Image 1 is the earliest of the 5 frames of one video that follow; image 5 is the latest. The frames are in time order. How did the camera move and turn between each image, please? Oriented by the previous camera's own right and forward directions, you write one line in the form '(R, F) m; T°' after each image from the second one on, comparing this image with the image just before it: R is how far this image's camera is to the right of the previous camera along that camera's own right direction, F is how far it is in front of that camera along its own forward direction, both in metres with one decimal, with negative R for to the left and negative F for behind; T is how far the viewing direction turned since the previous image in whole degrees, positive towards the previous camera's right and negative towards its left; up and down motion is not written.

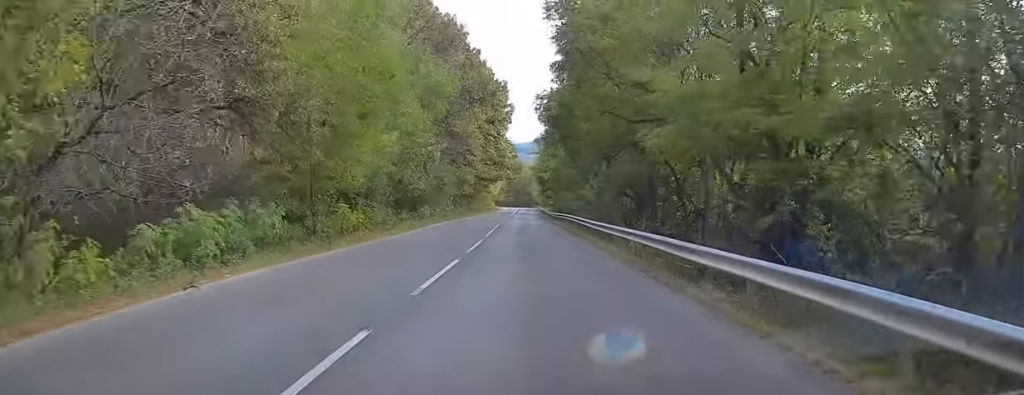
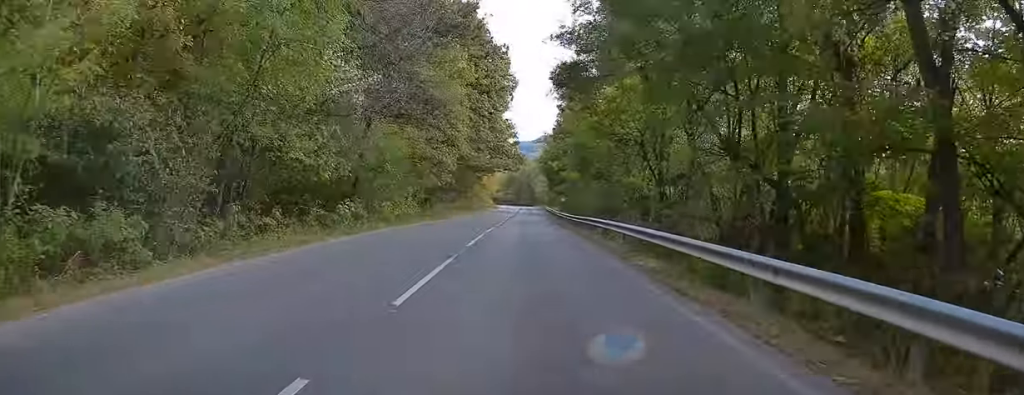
(-0.2, +20.4) m; 0°
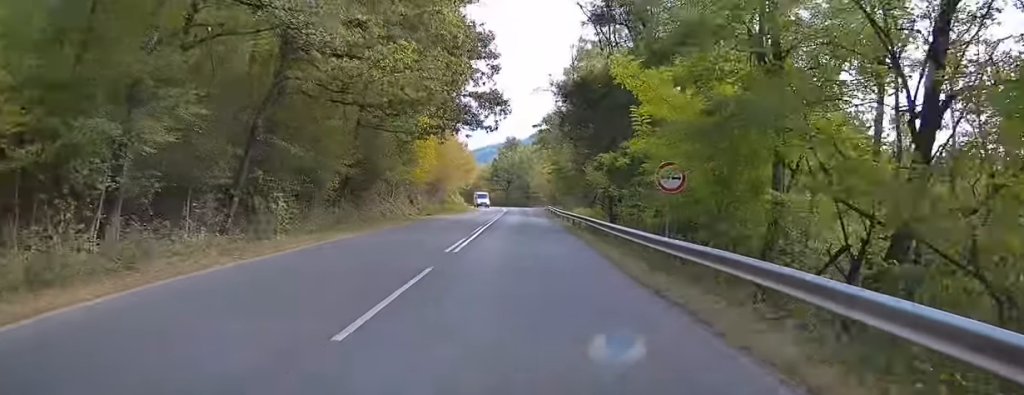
(+0.5, +47.5) m; +1°
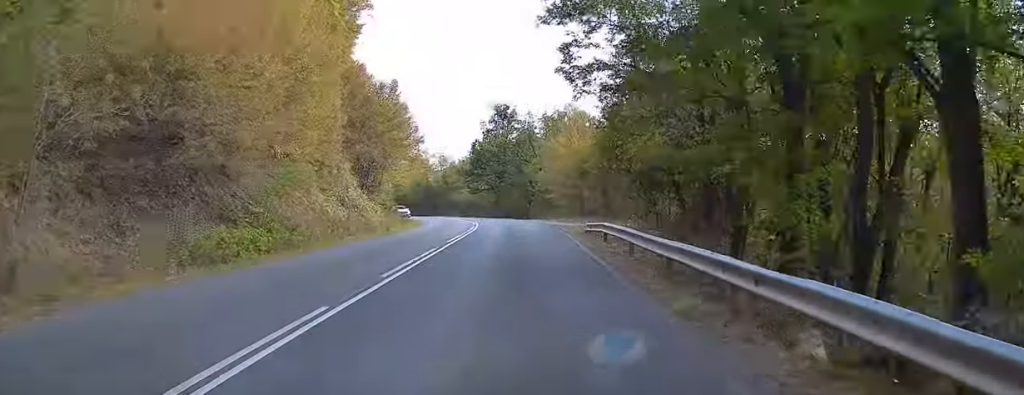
(-0.2, +49.9) m; -1°
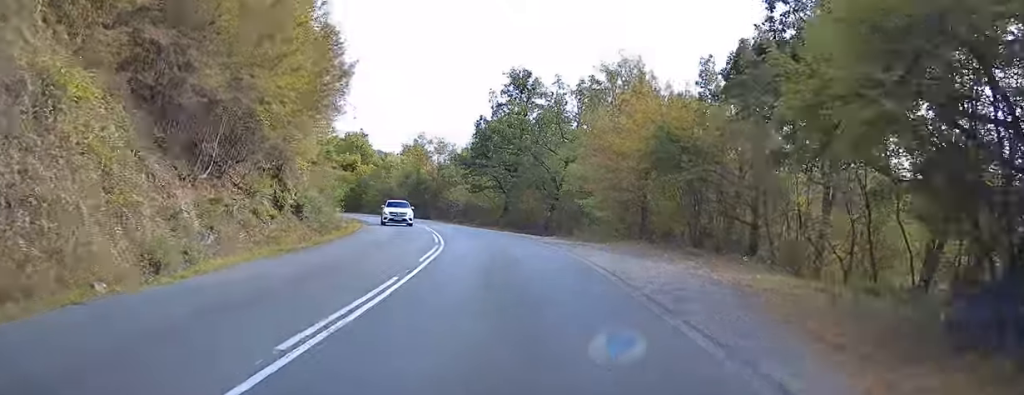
(-0.4, +23.3) m; -3°
